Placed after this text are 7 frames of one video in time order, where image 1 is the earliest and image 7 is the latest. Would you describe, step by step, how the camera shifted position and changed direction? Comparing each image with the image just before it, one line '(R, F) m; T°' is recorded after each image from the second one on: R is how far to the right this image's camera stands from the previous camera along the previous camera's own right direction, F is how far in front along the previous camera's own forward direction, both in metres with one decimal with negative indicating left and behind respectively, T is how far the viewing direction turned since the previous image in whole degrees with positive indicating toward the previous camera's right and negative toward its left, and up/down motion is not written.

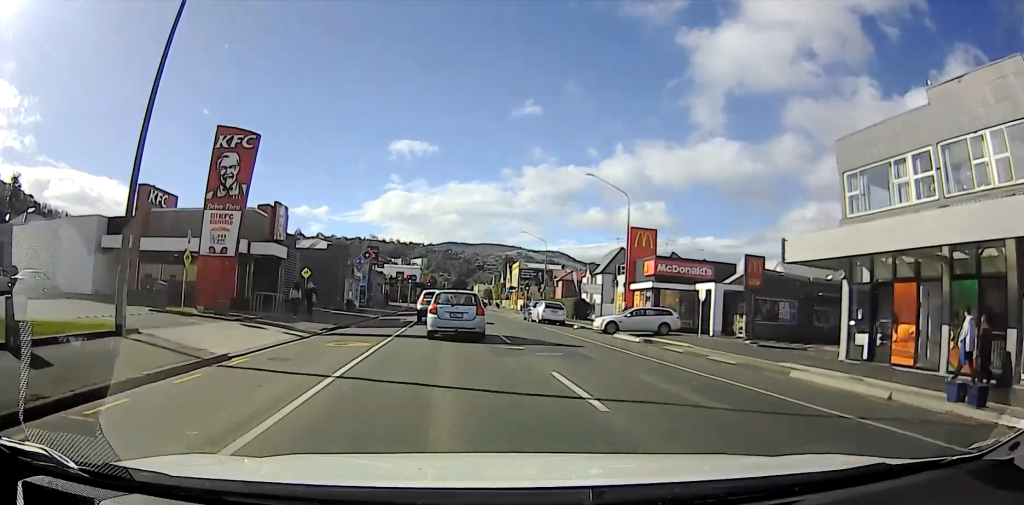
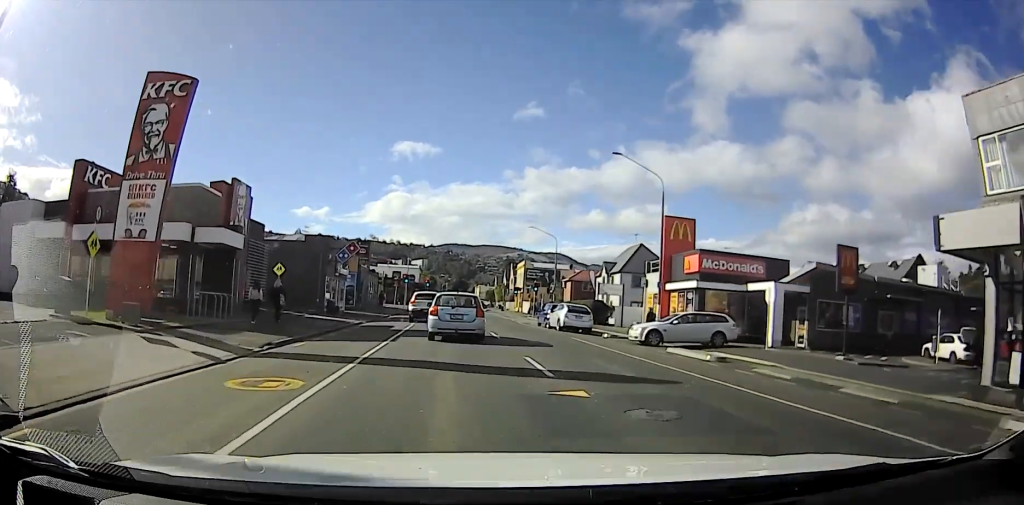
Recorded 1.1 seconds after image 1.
(+0.4, +15.4) m; -2°
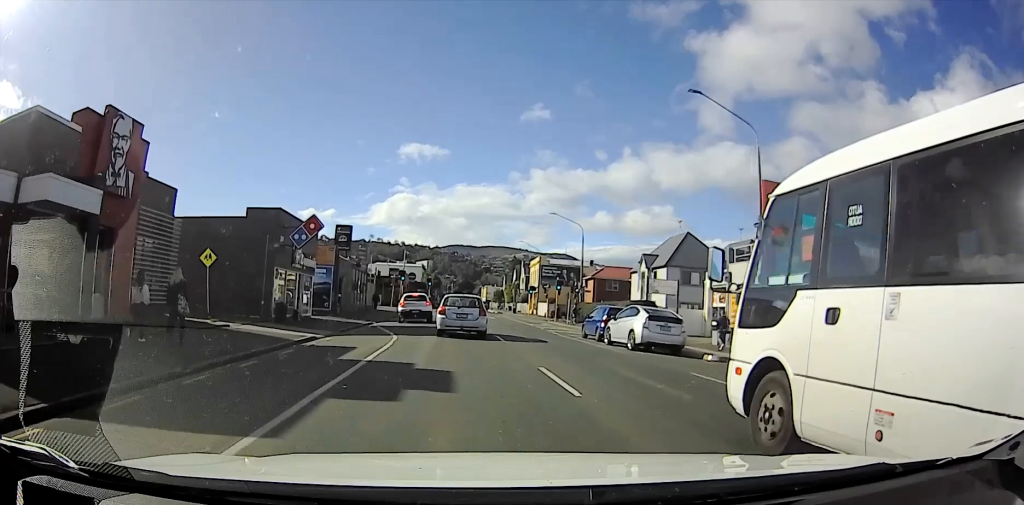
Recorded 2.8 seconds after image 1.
(-1.1, +24.3) m; -2°
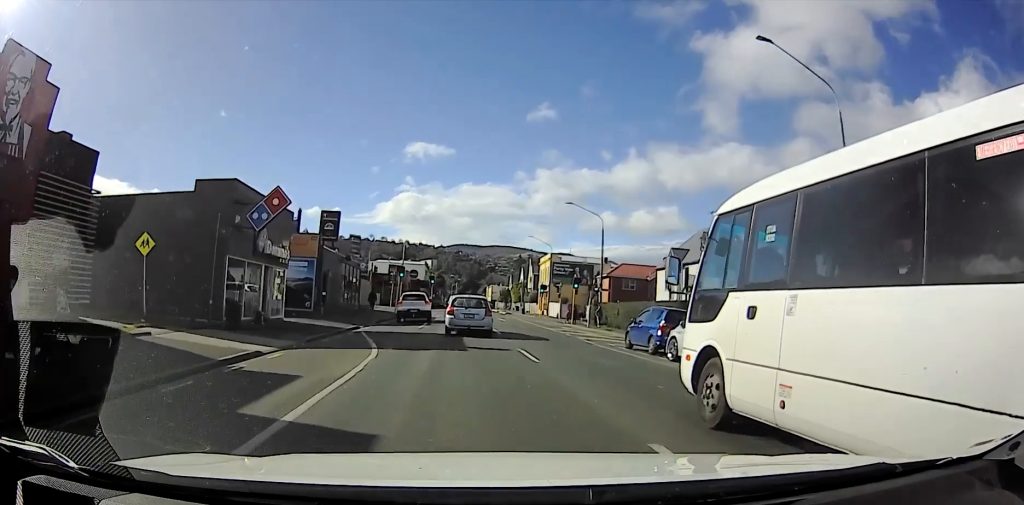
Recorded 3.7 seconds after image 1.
(+0.1, +11.1) m; 0°
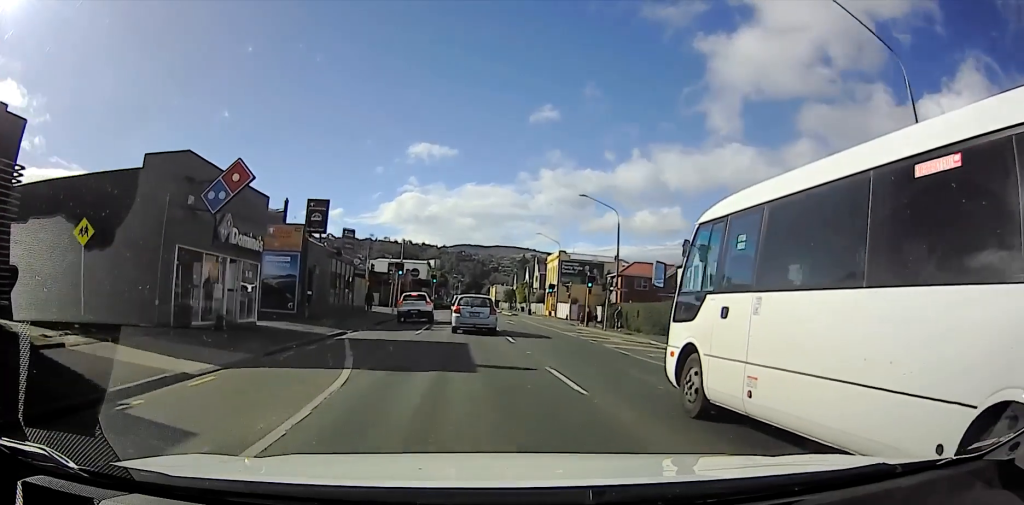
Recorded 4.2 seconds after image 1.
(0.0, +7.0) m; 0°
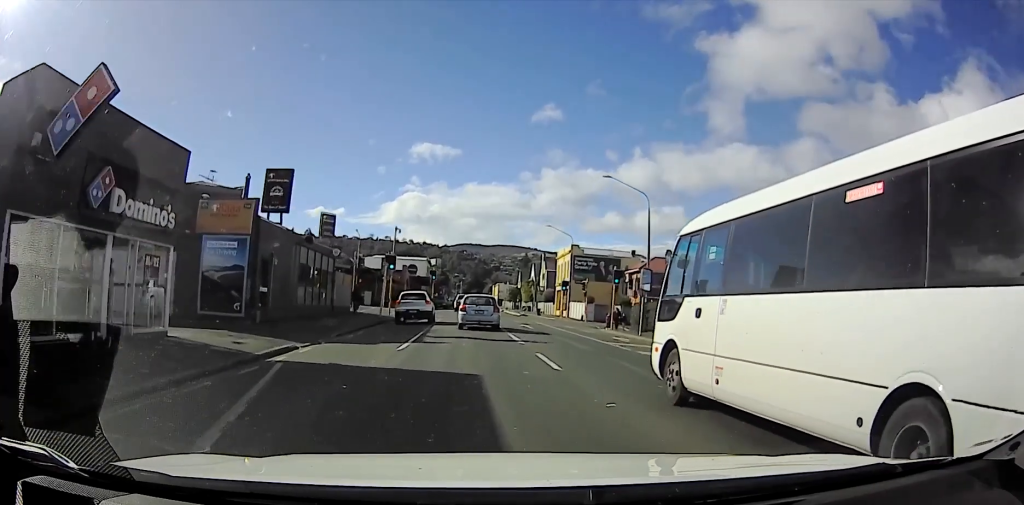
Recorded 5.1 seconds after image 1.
(0.0, +11.6) m; -1°
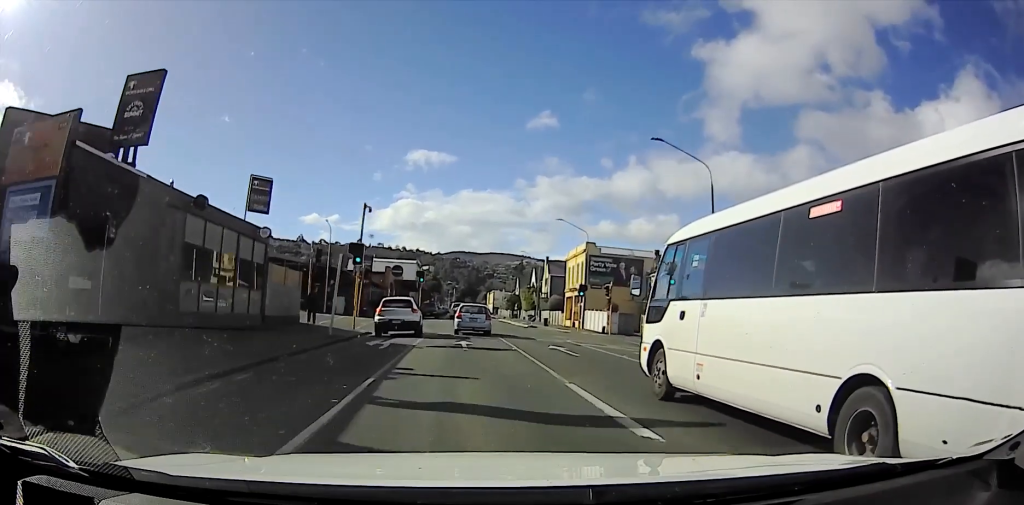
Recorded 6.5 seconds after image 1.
(-0.4, +12.2) m; 0°
